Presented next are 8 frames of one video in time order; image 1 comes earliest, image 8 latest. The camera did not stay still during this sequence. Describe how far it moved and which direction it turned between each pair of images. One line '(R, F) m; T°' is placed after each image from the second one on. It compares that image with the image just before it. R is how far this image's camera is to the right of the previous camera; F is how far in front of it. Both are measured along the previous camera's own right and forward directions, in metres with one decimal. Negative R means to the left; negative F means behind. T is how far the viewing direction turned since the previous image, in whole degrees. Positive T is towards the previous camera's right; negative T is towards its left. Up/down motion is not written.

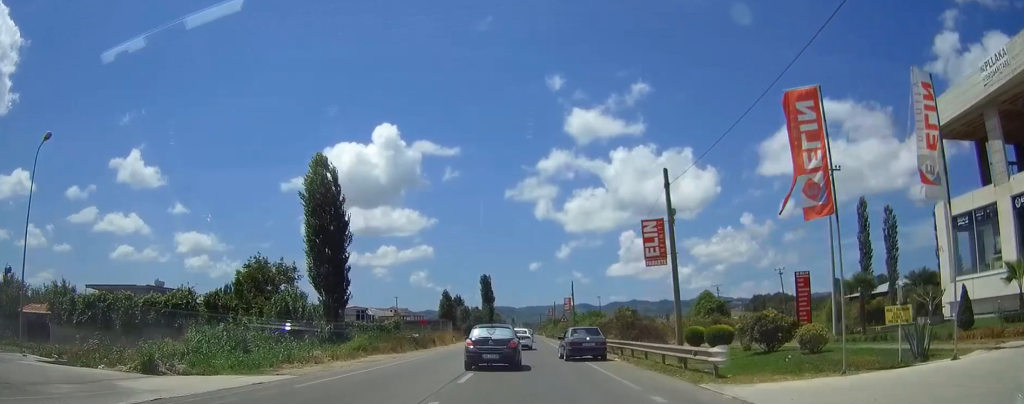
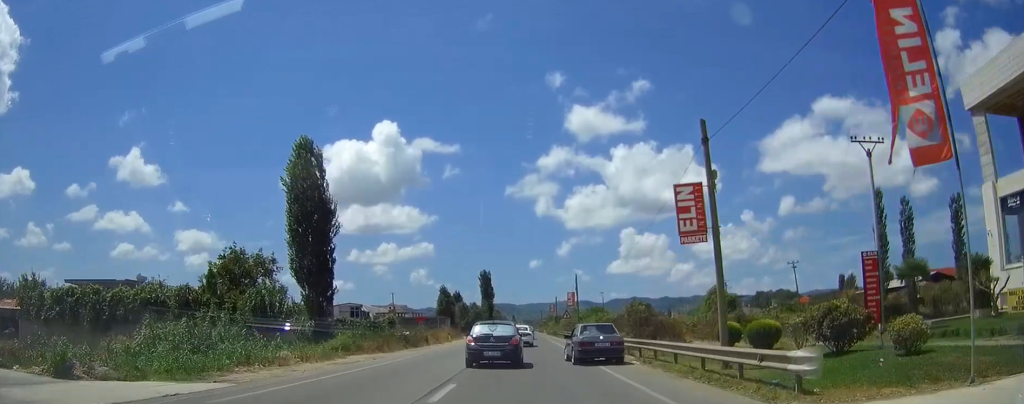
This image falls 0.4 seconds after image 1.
(-0.1, +4.9) m; 0°
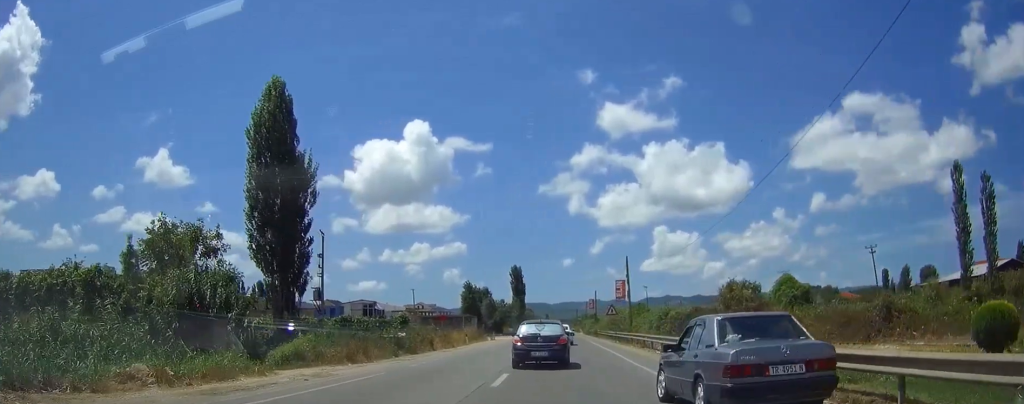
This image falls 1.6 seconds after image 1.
(+0.1, +14.7) m; -1°
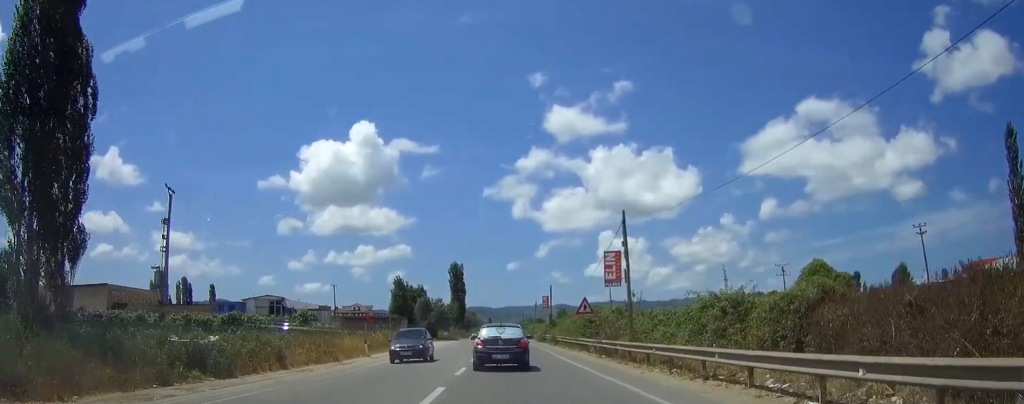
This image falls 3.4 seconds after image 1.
(-0.2, +20.7) m; +1°
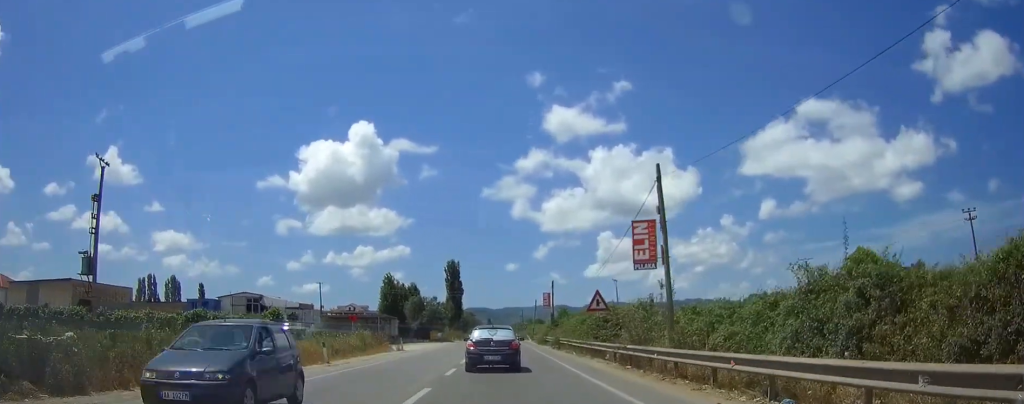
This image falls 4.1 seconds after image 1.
(+0.1, +8.0) m; +1°
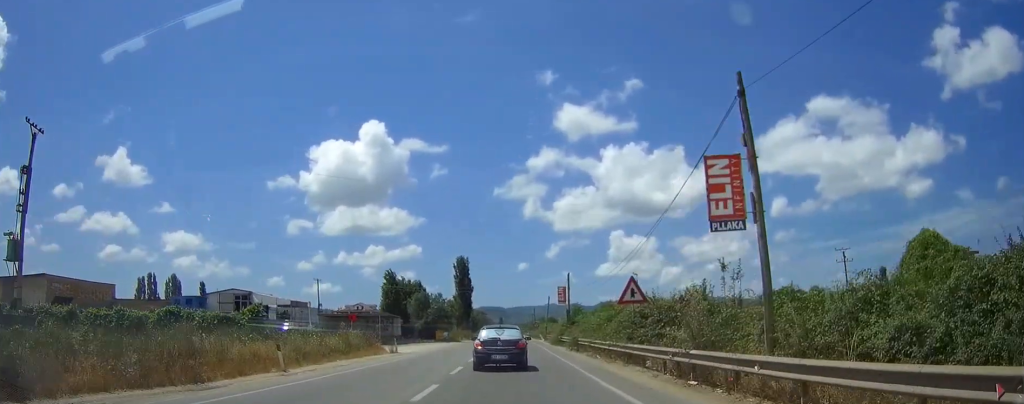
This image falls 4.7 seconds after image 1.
(+0.1, +7.2) m; +1°
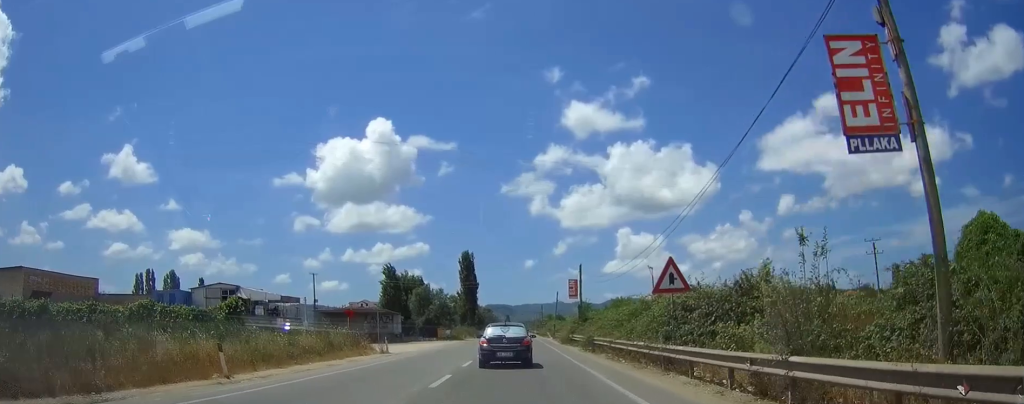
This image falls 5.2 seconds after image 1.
(+0.1, +5.3) m; 0°
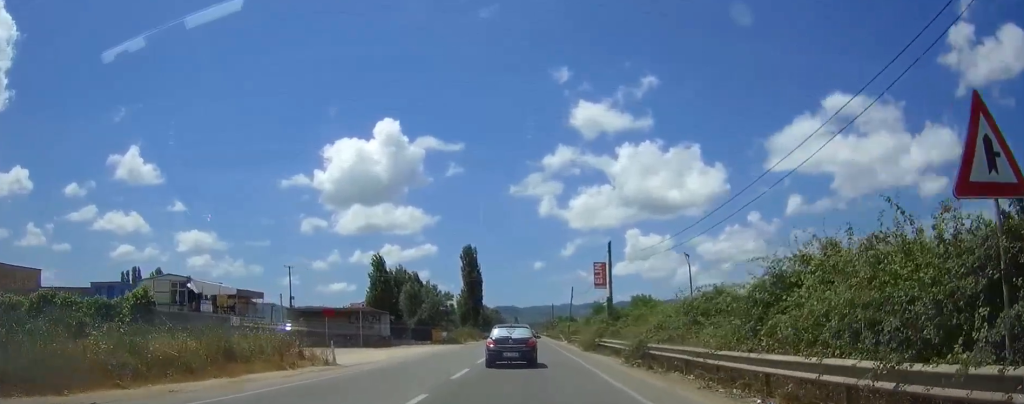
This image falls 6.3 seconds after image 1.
(-0.1, +13.1) m; -1°
